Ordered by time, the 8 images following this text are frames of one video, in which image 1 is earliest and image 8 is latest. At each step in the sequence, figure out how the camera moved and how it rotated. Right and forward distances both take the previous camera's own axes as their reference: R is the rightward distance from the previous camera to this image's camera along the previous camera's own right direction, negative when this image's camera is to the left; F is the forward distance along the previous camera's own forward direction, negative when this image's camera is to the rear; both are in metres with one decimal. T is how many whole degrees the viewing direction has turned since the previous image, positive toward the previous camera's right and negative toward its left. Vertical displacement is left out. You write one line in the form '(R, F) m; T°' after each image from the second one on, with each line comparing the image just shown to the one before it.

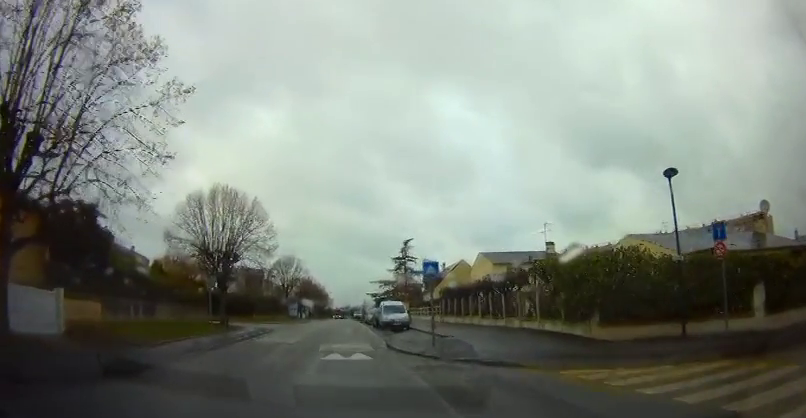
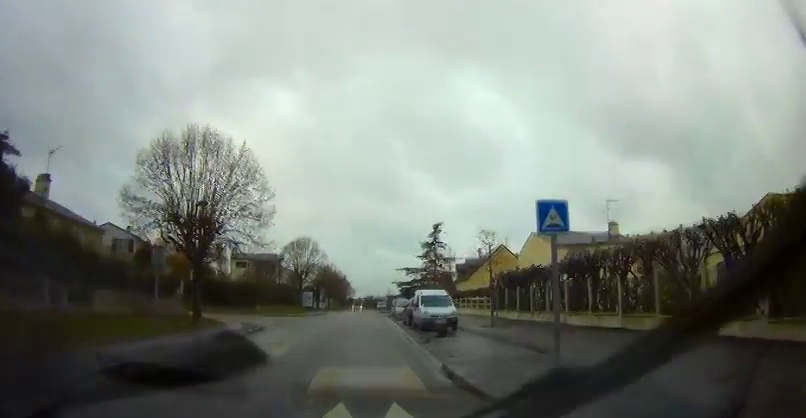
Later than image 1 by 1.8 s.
(0.0, +8.1) m; 0°
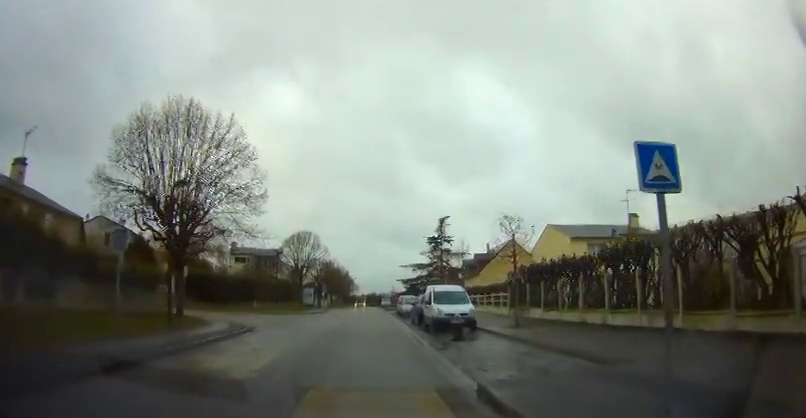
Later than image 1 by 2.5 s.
(0.0, +2.9) m; 0°
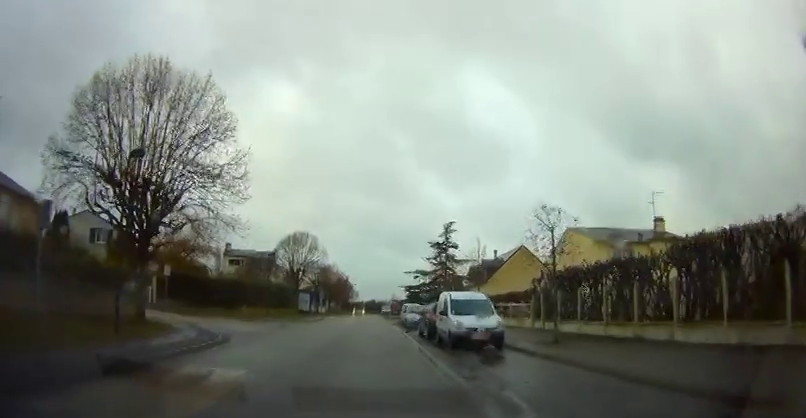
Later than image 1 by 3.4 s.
(0.0, +4.5) m; 0°
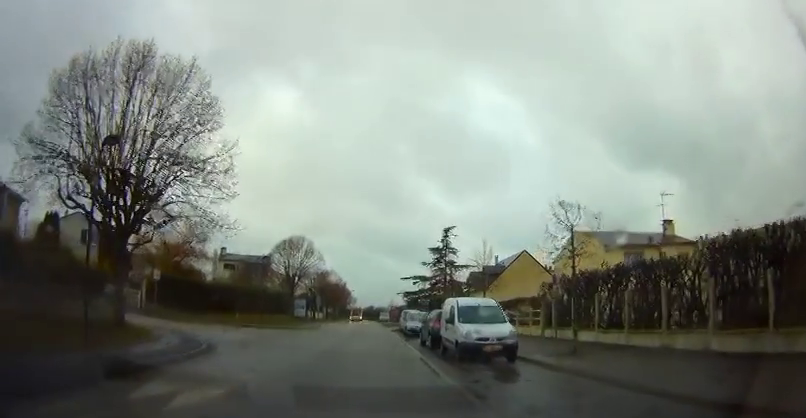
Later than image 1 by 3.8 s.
(0.0, +2.2) m; 0°
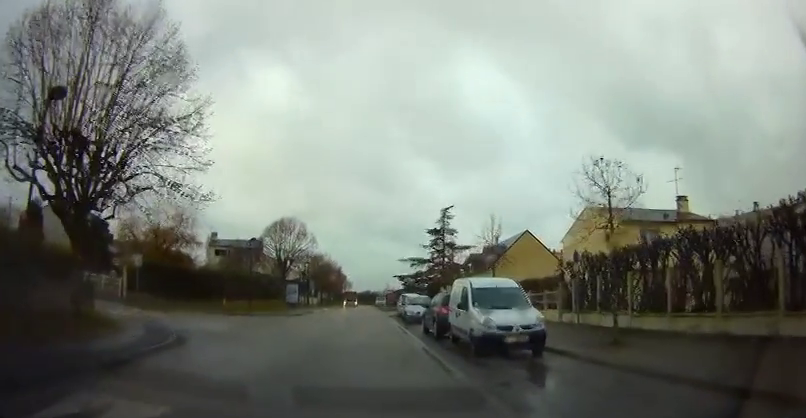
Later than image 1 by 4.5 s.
(0.0, +3.6) m; 0°
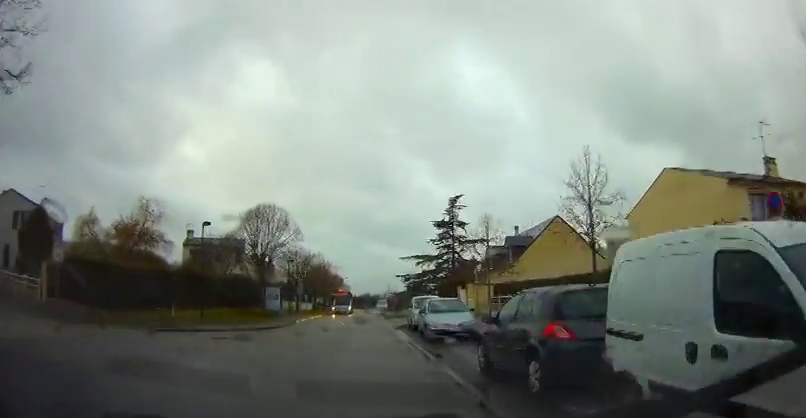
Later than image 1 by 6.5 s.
(0.0, +6.6) m; 0°
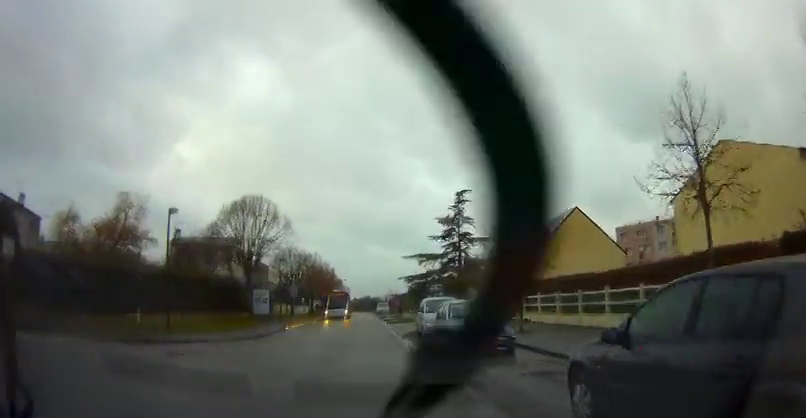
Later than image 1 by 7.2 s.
(0.0, +2.6) m; 0°
